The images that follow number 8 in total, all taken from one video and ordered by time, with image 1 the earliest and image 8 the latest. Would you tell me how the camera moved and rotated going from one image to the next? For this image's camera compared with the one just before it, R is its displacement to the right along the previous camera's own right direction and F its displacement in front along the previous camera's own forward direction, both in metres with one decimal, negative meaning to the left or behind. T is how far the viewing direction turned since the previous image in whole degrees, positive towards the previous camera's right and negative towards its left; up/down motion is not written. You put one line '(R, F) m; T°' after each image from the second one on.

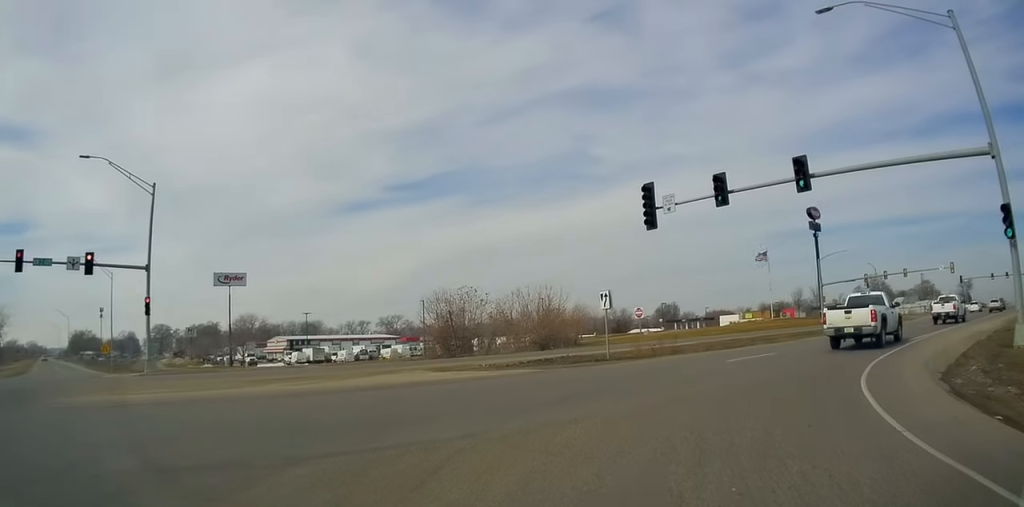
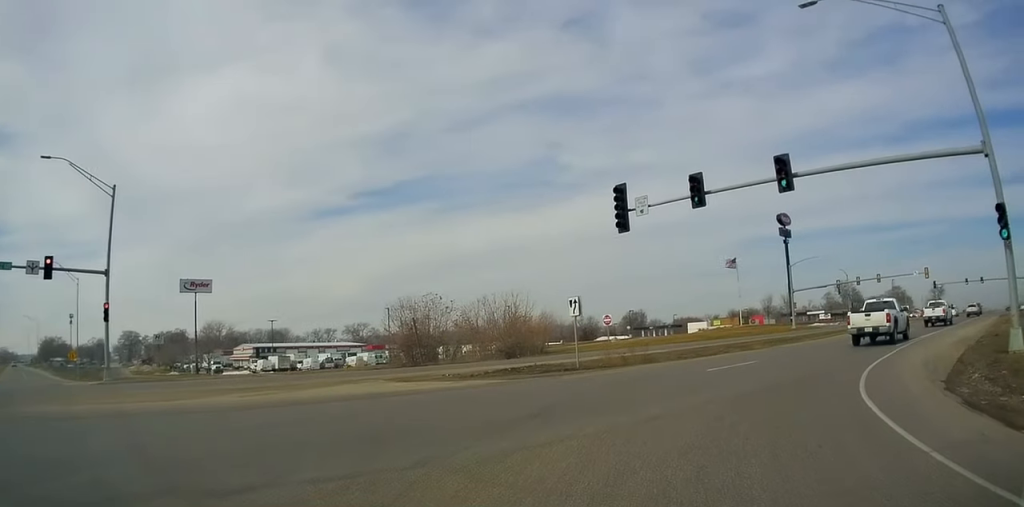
(0.0, +1.4) m; +10°
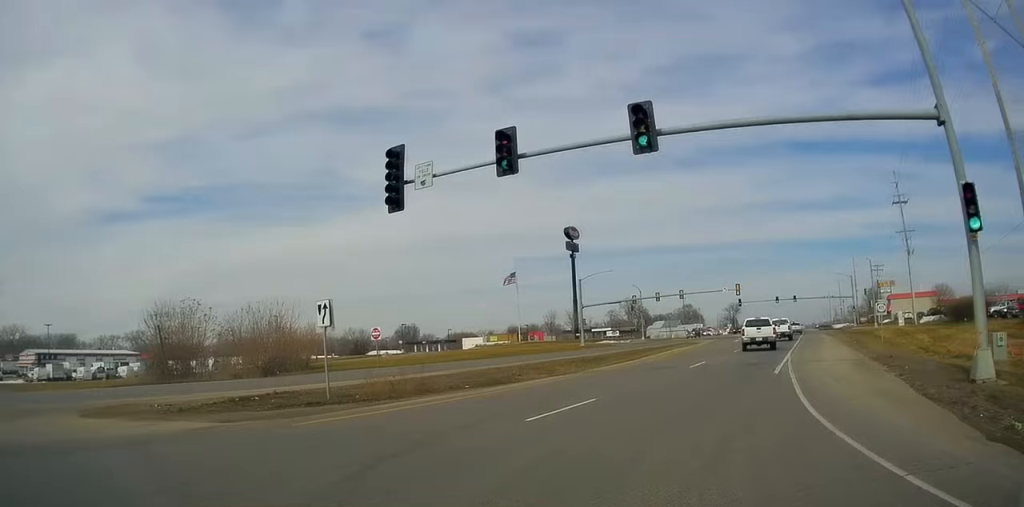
(+1.3, +4.5) m; +19°
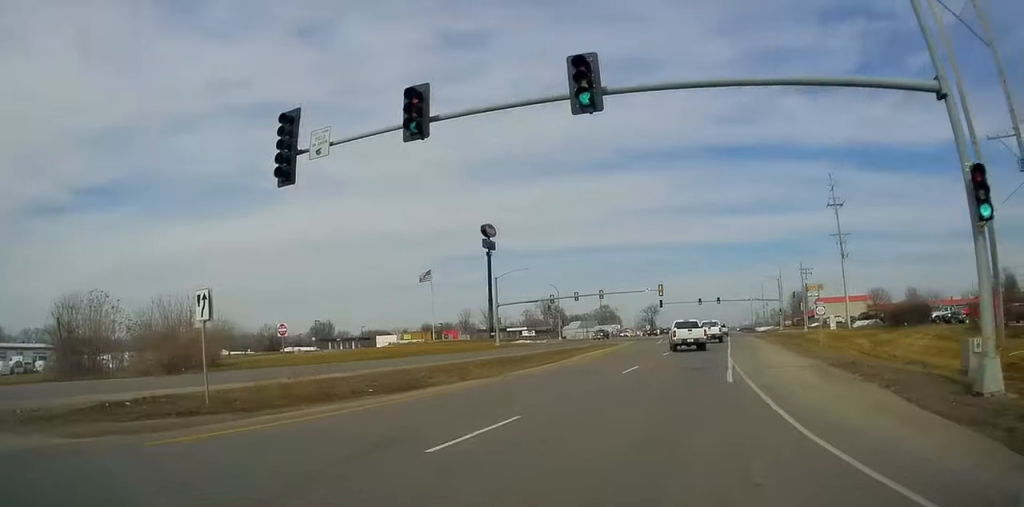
(0.0, +2.1) m; +2°
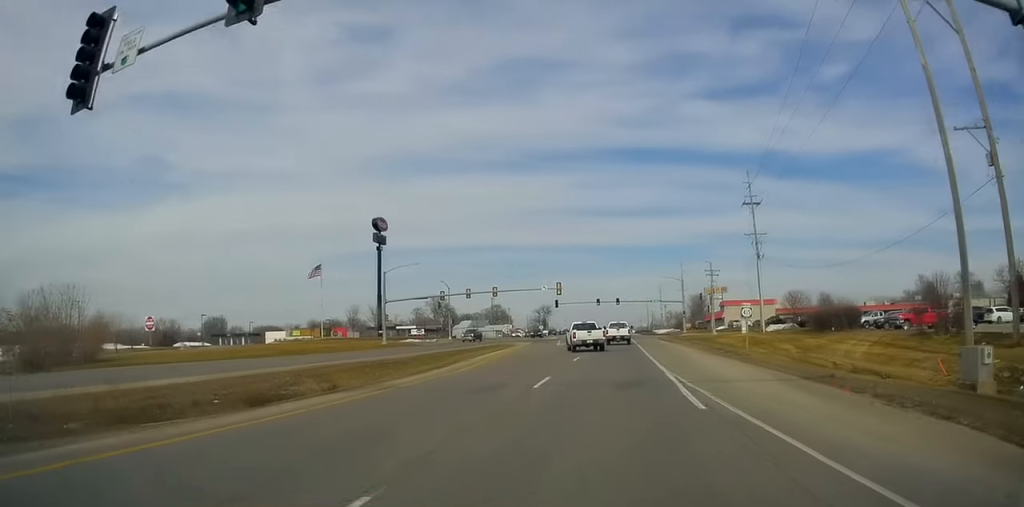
(-0.2, +3.7) m; +5°
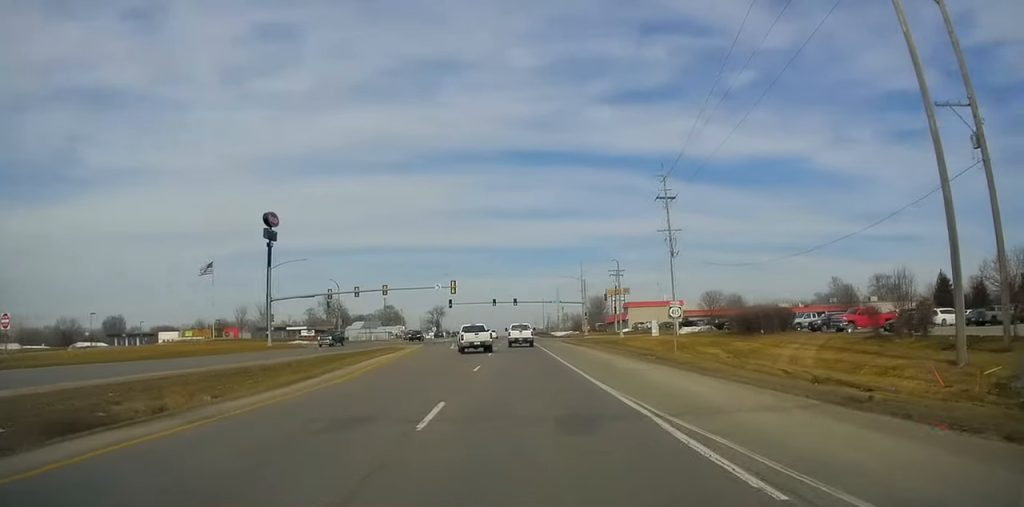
(+0.6, +5.1) m; +10°
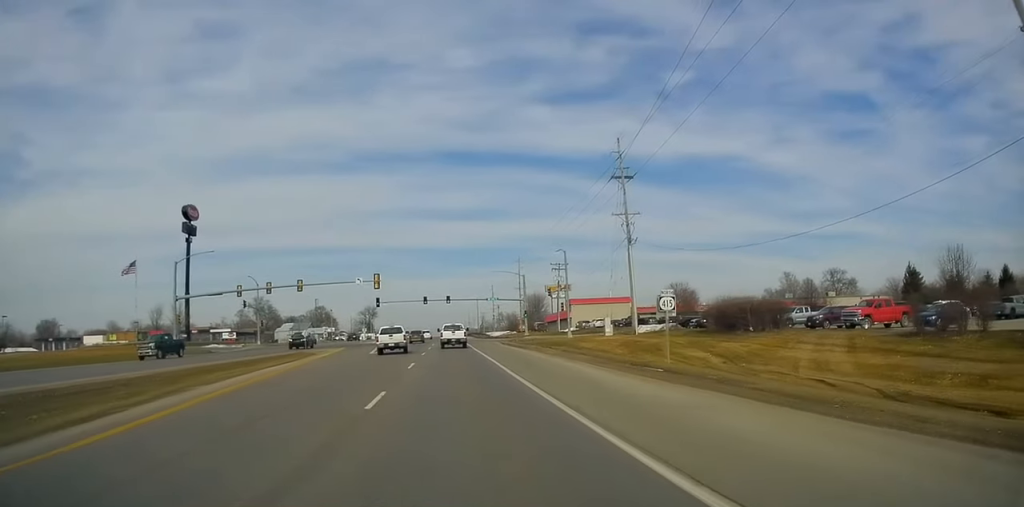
(+0.9, +8.5) m; +8°
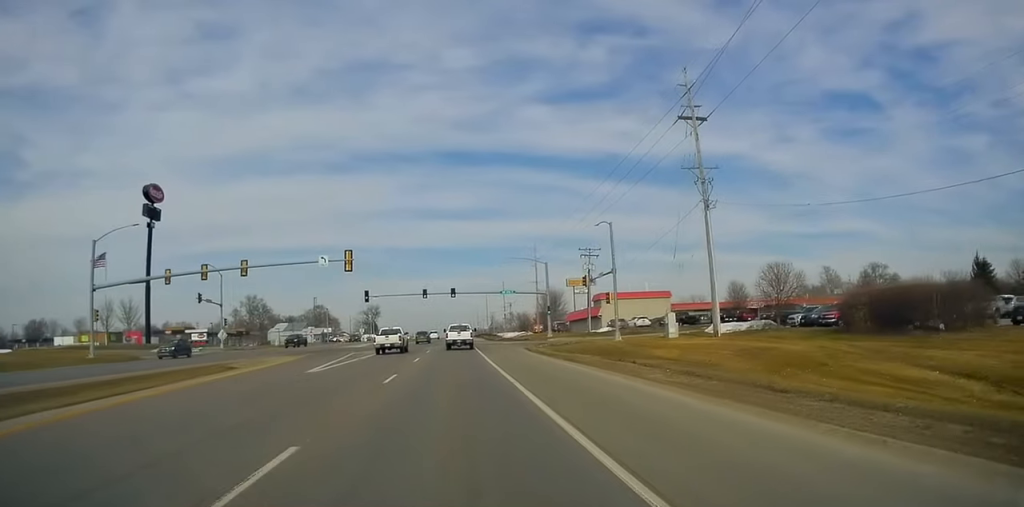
(+0.5, +17.4) m; +4°
